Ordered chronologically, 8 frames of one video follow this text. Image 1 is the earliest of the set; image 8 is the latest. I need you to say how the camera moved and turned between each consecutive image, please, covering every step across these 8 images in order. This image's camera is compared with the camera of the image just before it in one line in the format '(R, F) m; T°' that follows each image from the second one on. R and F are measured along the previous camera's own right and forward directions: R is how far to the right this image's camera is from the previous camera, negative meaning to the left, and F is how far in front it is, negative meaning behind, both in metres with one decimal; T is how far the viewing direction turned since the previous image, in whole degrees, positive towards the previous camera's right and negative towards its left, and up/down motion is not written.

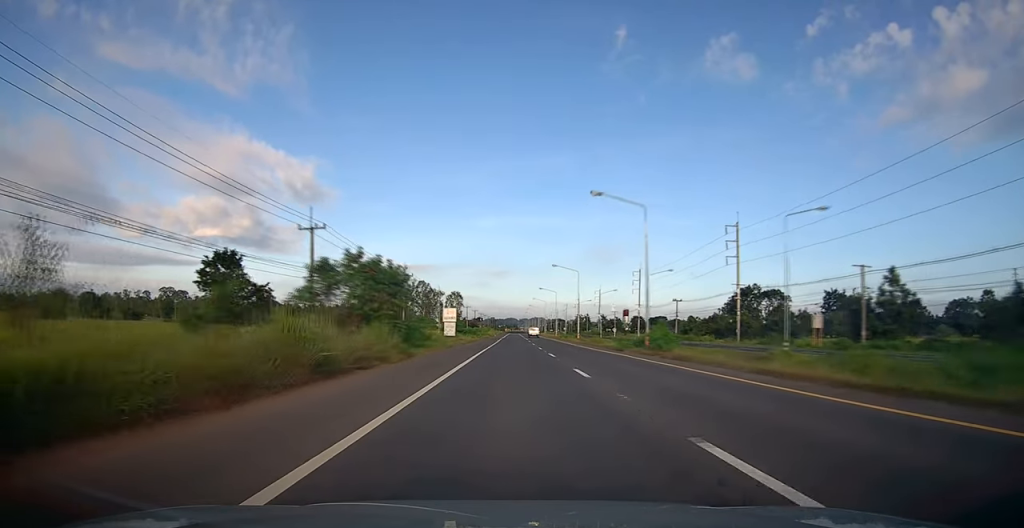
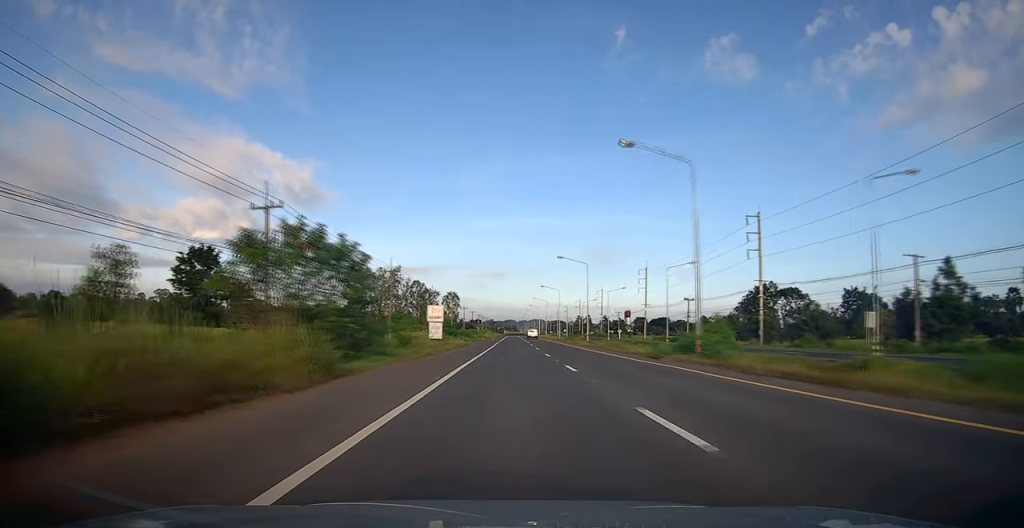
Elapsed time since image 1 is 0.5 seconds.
(0.0, +9.1) m; 0°
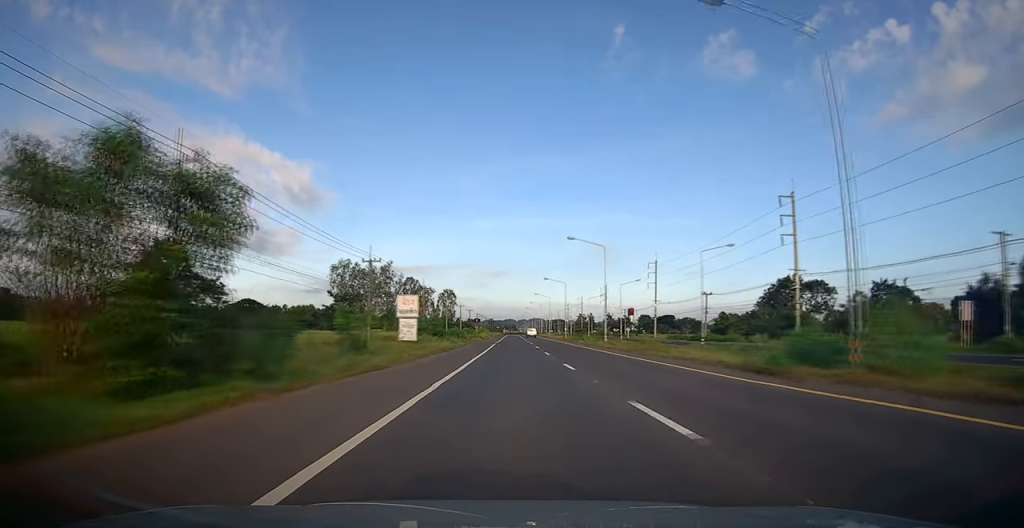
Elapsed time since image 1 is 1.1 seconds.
(0.0, +11.4) m; 0°
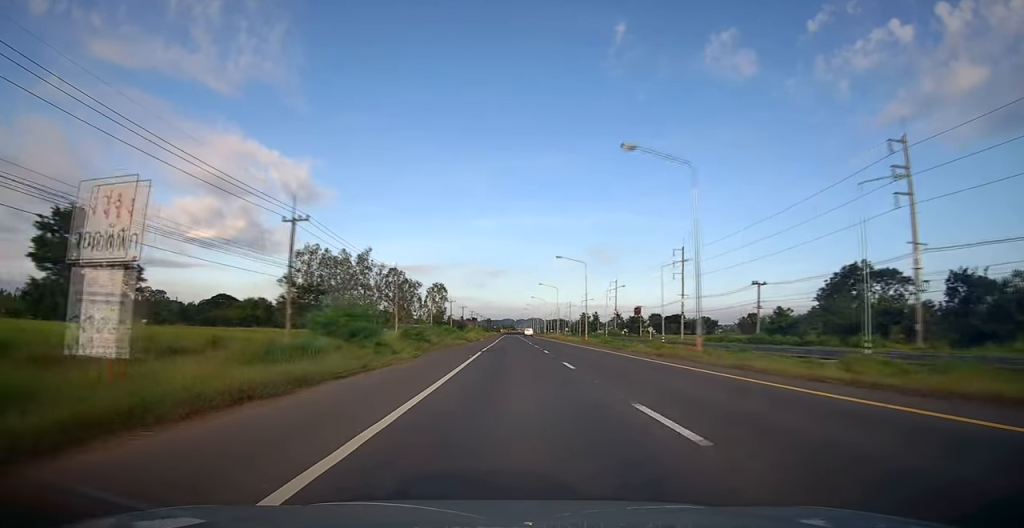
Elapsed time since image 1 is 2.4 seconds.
(+0.1, +24.3) m; 0°
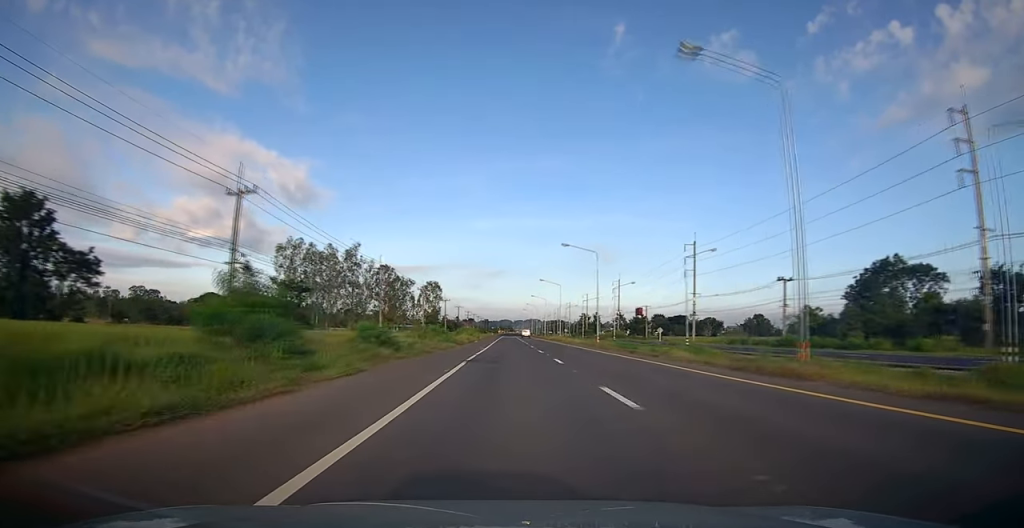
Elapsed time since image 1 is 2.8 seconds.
(0.0, +9.1) m; 0°
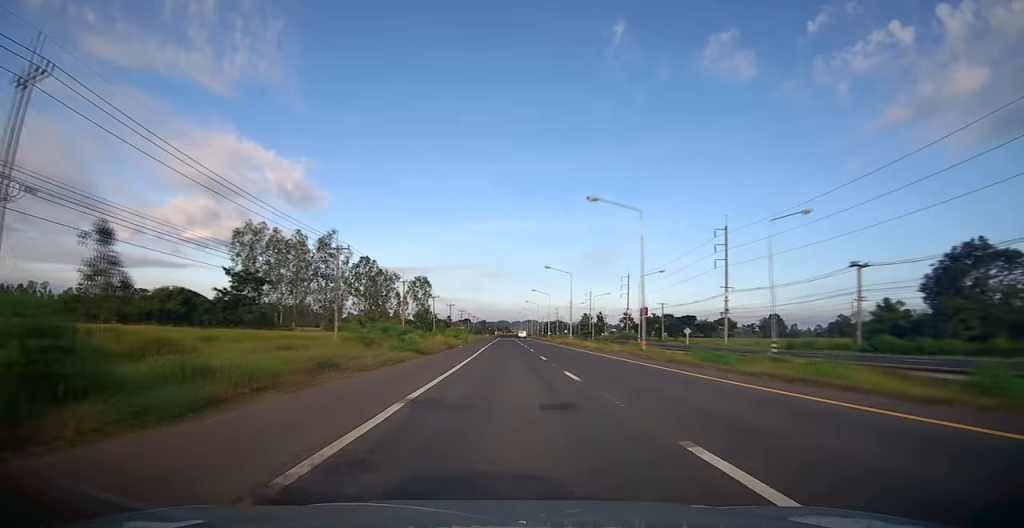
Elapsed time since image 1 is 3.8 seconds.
(0.0, +18.3) m; 0°
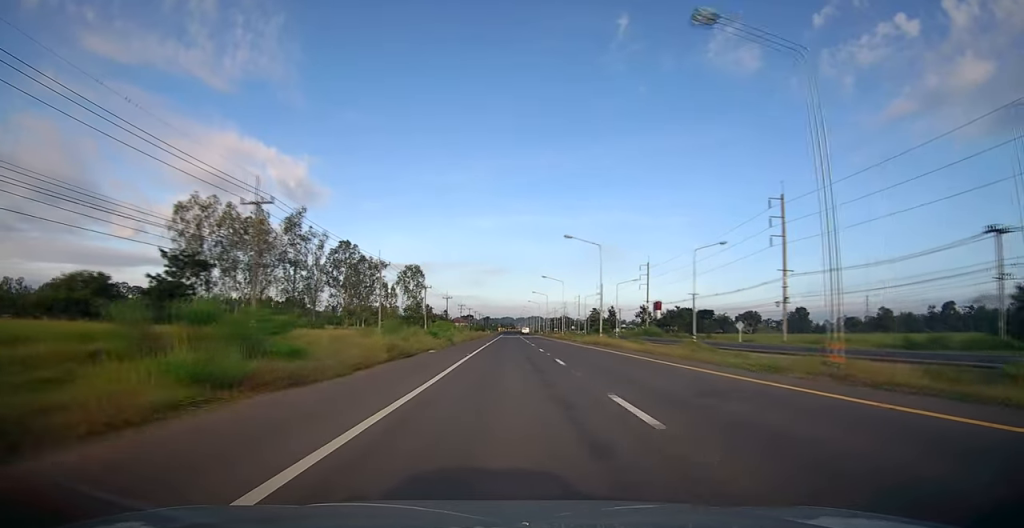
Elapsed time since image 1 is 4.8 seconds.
(0.0, +19.9) m; -1°
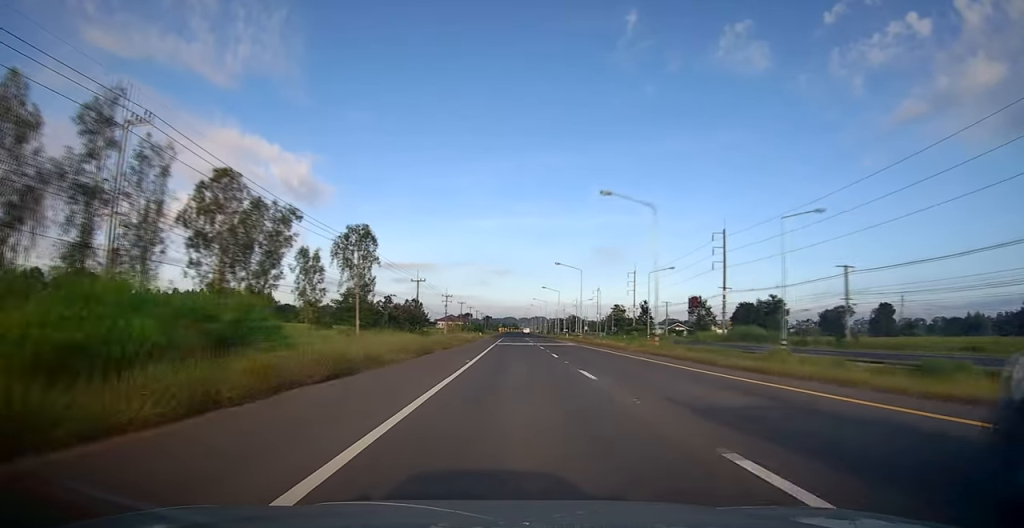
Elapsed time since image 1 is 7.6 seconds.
(0.0, +53.4) m; +1°
